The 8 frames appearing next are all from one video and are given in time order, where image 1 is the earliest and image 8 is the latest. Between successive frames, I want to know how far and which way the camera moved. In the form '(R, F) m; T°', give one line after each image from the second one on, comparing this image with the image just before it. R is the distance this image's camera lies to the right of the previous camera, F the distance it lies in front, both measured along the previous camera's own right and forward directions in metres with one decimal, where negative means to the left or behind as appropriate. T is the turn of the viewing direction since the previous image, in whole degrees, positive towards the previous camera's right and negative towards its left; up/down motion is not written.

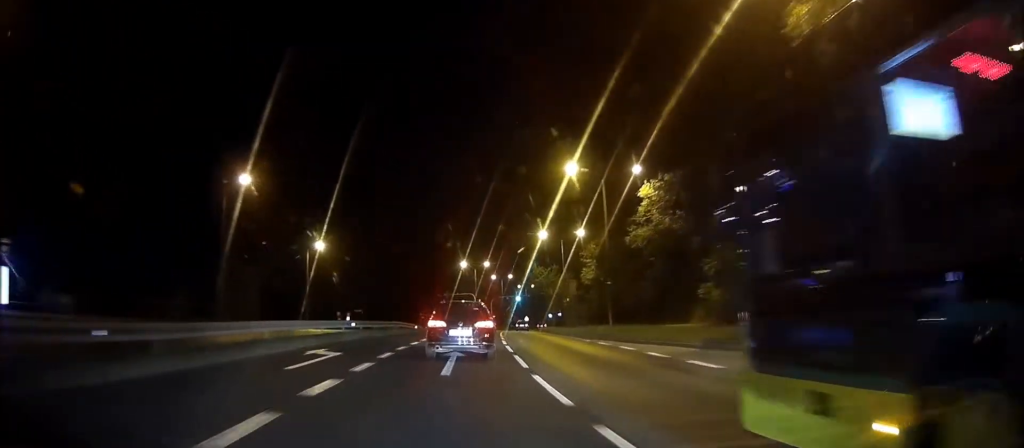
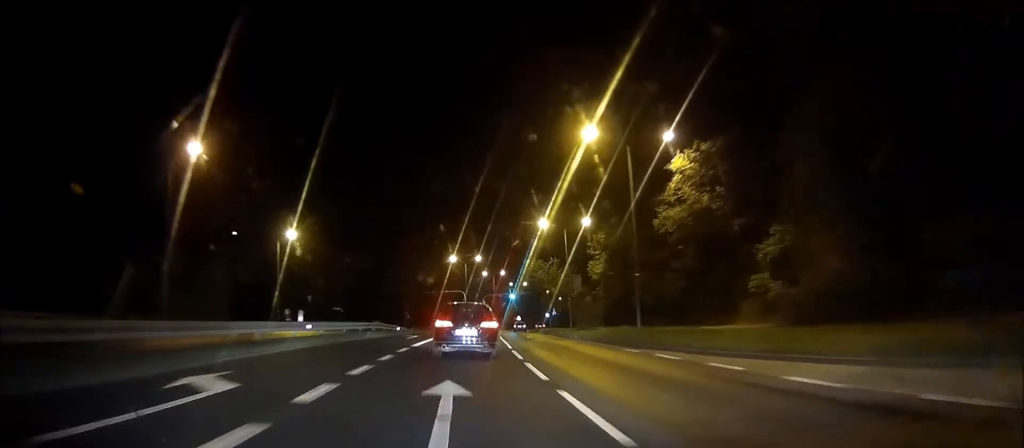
(0.0, +9.5) m; +1°
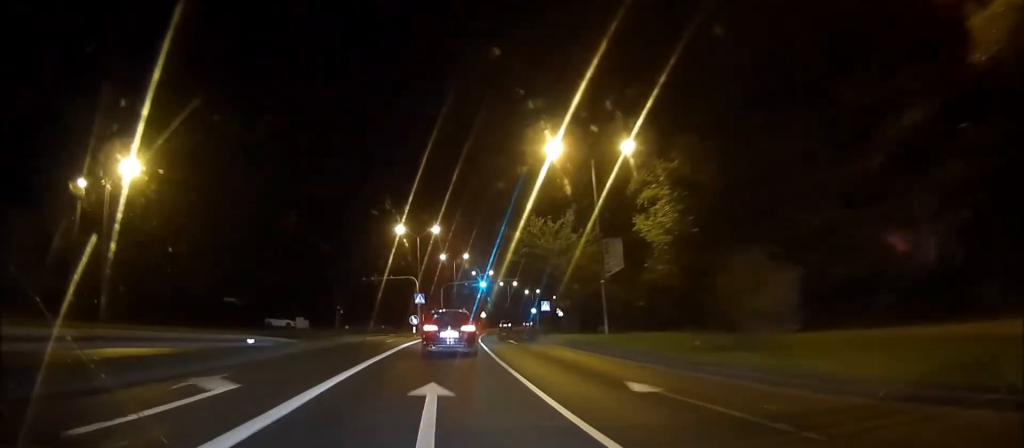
(+0.8, +30.2) m; +3°
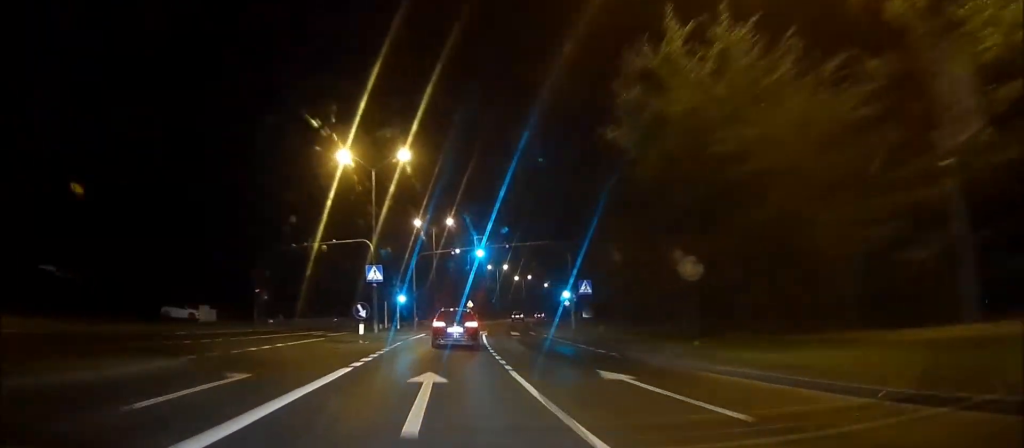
(+0.7, +29.3) m; +3°
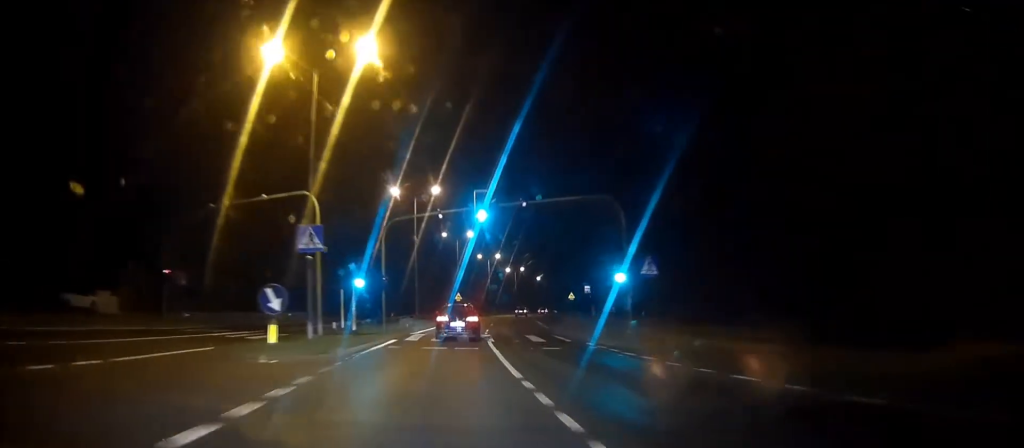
(+0.3, +16.8) m; +2°
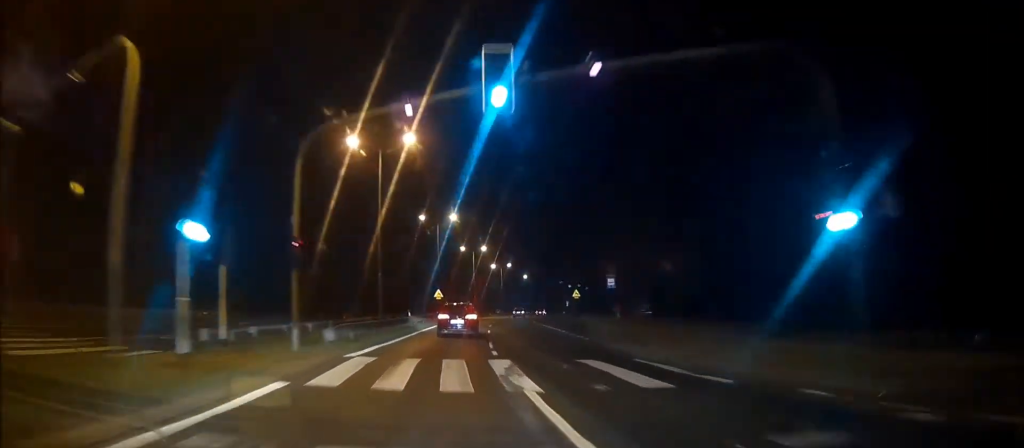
(+0.4, +18.0) m; +2°
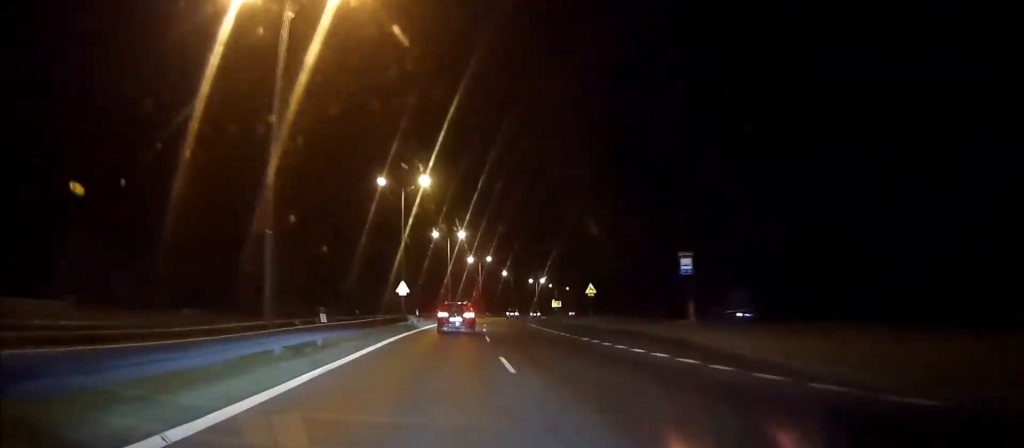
(+0.3, +22.3) m; +1°
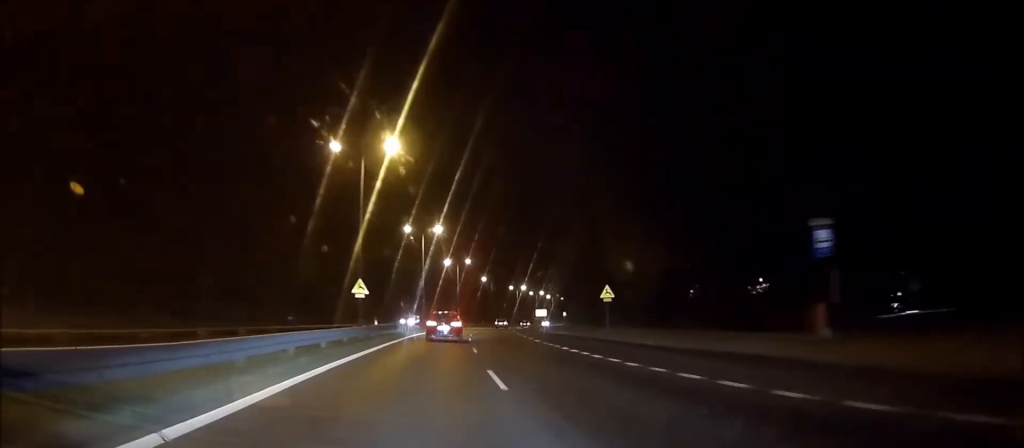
(0.0, +14.5) m; +1°
